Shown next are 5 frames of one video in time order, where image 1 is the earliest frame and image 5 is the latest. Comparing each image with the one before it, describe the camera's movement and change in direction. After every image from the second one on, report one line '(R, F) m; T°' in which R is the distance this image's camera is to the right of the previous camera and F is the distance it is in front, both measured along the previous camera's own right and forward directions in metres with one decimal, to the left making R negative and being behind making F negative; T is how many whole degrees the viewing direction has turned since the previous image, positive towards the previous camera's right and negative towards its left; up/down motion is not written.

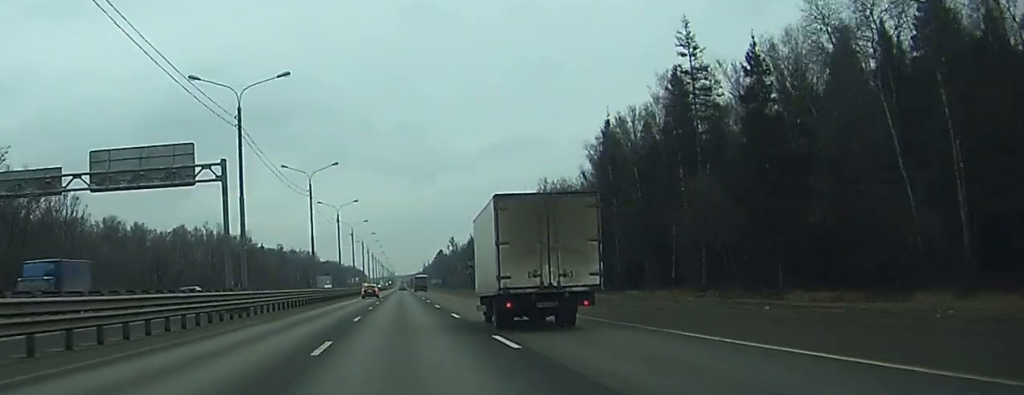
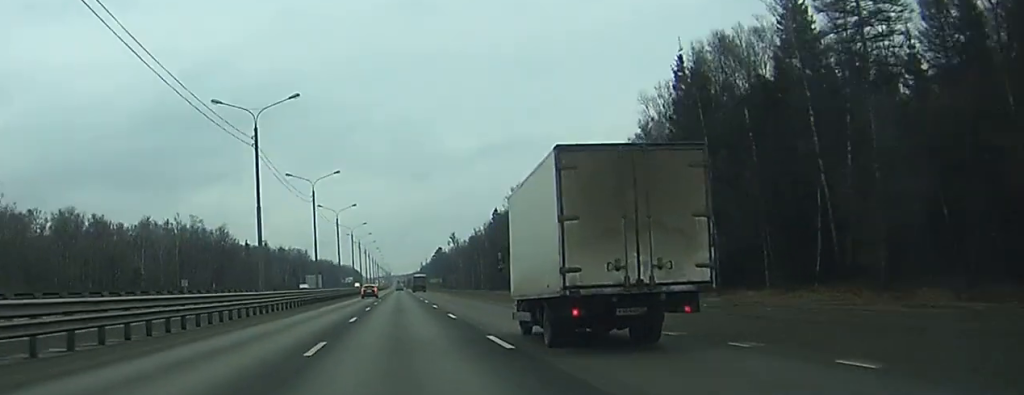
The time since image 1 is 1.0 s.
(-0.1, +31.8) m; +1°
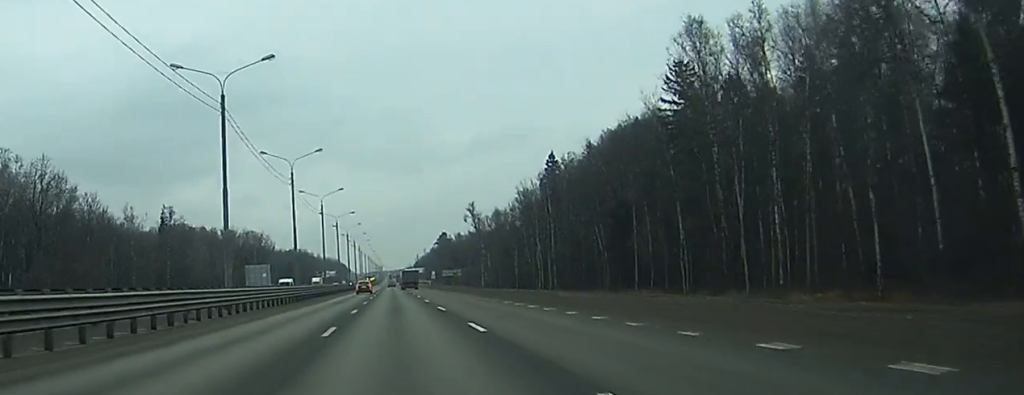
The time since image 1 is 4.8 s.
(+2.4, +122.1) m; 0°
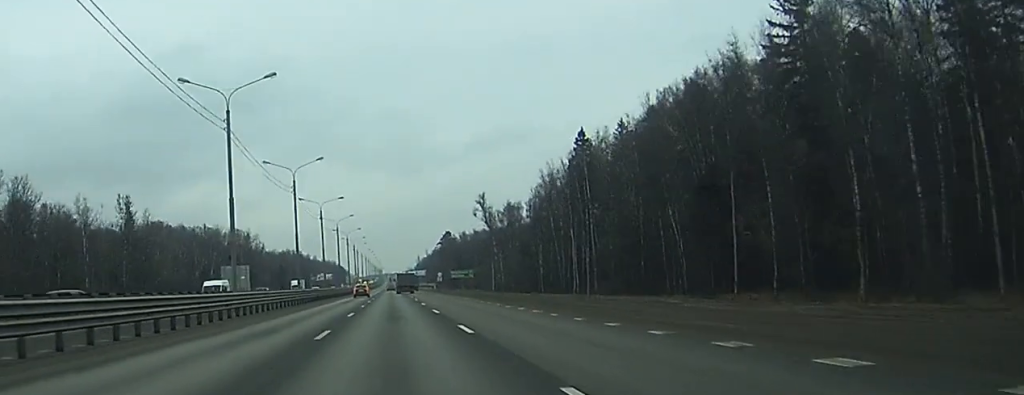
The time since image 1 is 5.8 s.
(-0.1, +30.6) m; -1°
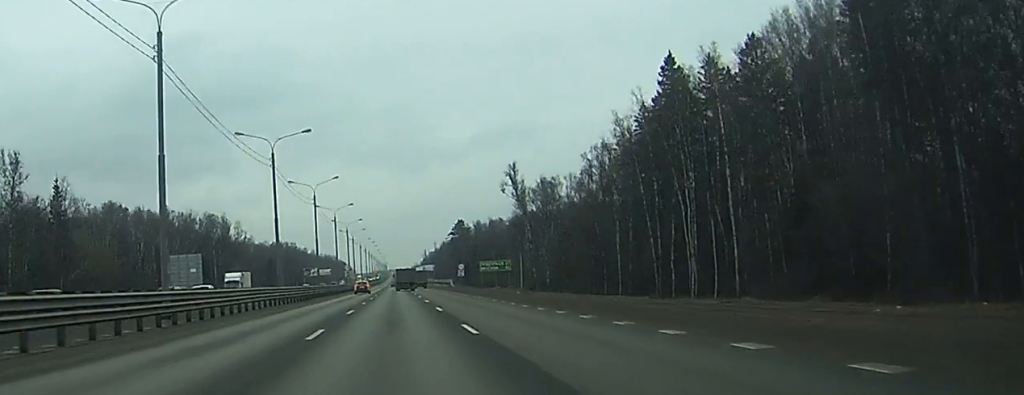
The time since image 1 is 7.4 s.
(-0.3, +49.2) m; 0°
